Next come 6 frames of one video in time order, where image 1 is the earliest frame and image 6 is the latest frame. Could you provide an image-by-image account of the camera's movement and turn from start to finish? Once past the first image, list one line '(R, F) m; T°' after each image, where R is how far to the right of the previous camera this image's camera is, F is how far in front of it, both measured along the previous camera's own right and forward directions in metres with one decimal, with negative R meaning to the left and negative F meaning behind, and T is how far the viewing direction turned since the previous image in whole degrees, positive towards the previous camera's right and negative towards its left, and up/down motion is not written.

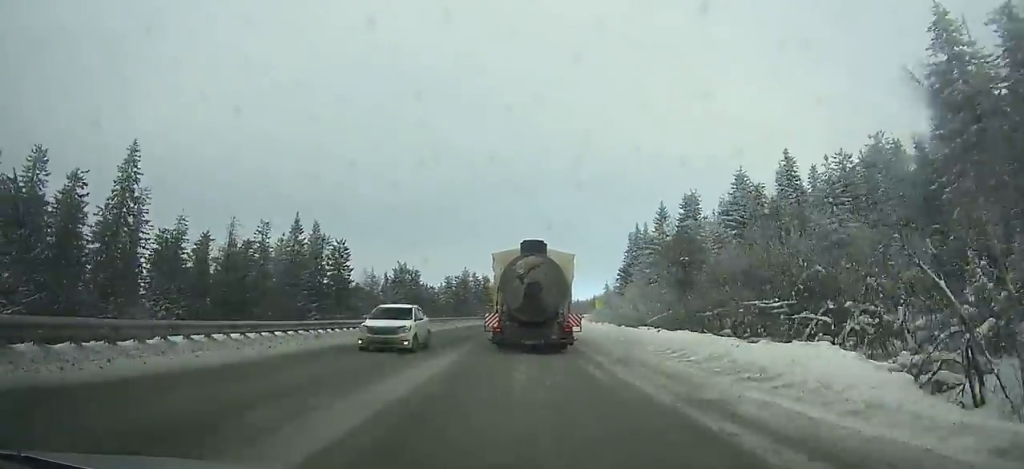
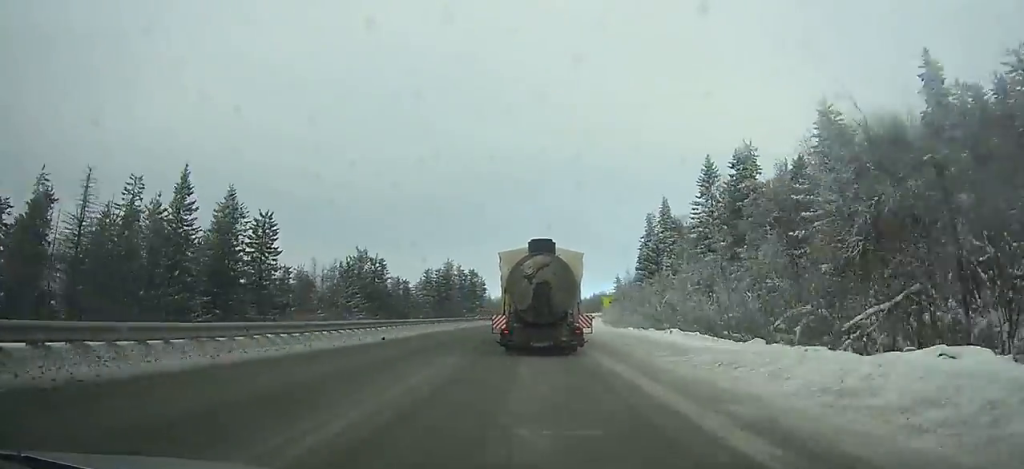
(+0.1, +25.3) m; +1°
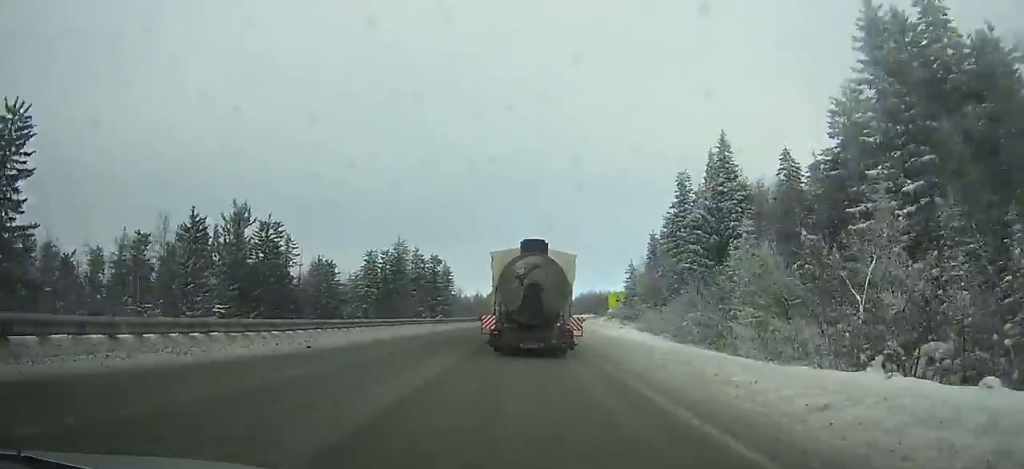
(+0.1, +34.4) m; +1°
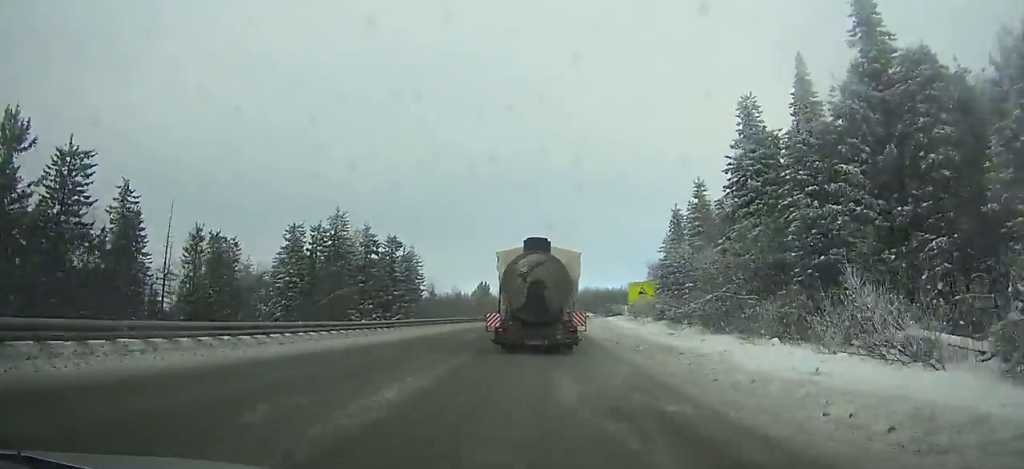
(+0.4, +27.4) m; +2°
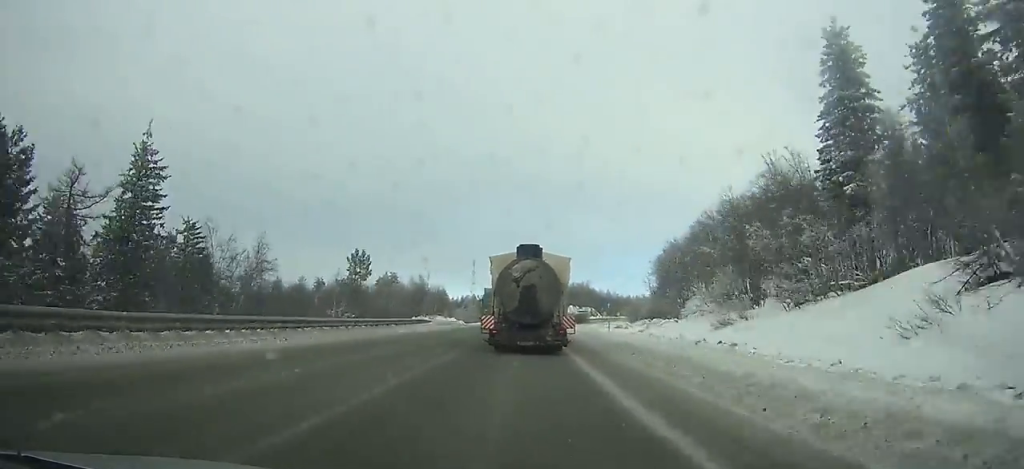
(+2.7, +66.8) m; +5°
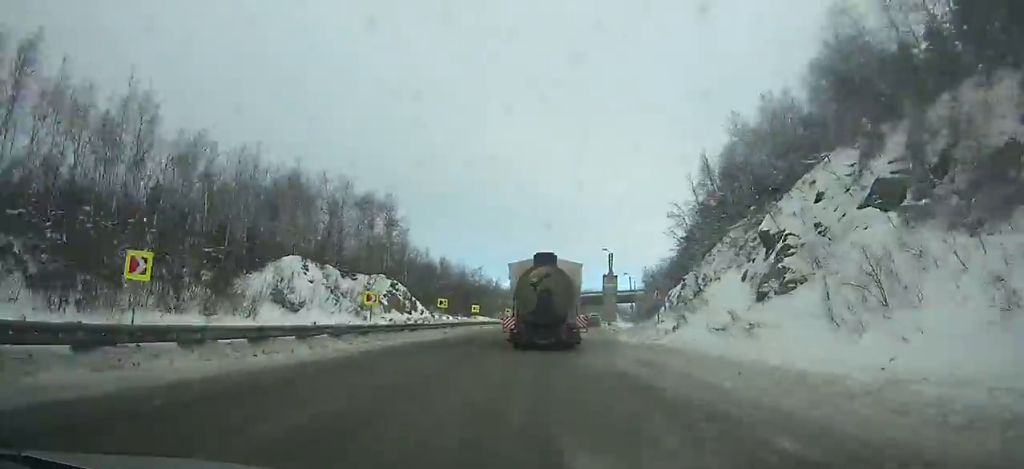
(+19.5, +130.8) m; +18°
